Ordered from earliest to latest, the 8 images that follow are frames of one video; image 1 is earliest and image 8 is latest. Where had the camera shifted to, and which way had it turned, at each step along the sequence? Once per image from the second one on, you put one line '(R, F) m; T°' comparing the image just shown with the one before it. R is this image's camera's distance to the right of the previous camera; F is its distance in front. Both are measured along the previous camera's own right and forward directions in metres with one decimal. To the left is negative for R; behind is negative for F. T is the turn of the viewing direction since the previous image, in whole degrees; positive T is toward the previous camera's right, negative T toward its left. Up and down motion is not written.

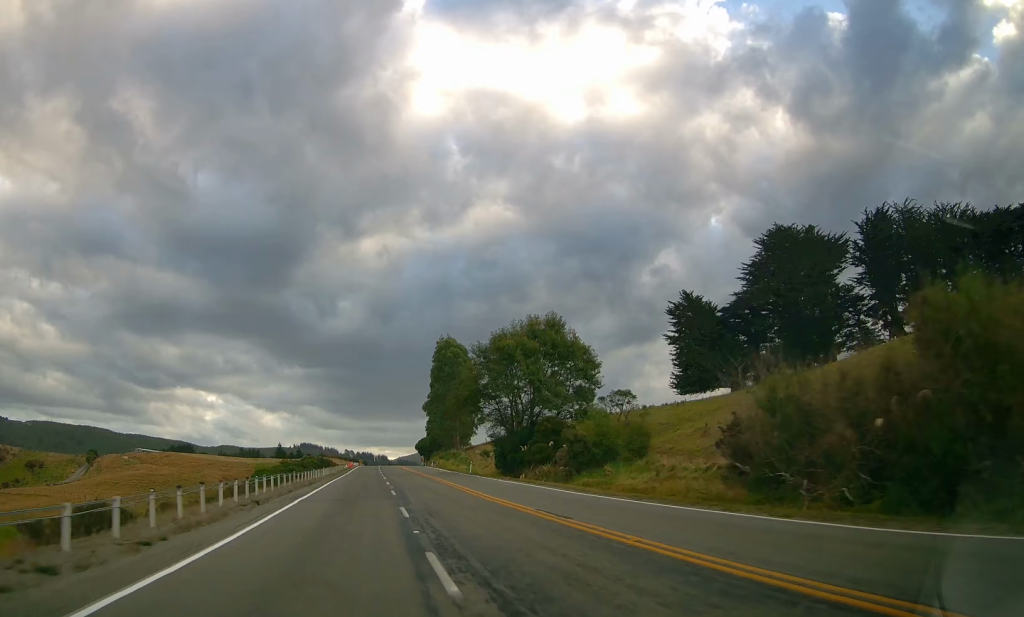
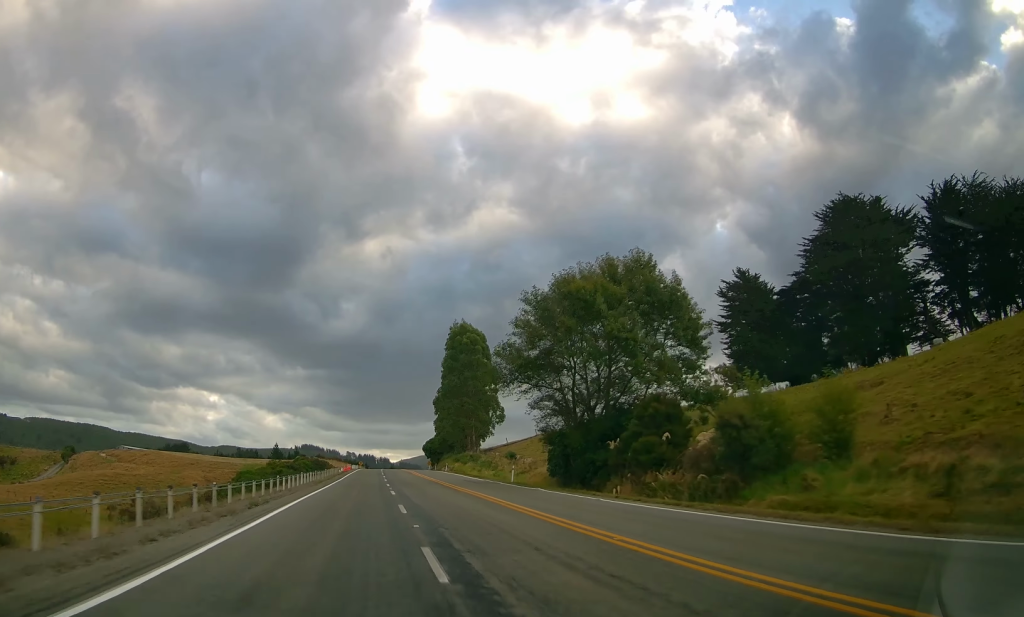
(+0.1, +19.0) m; -1°
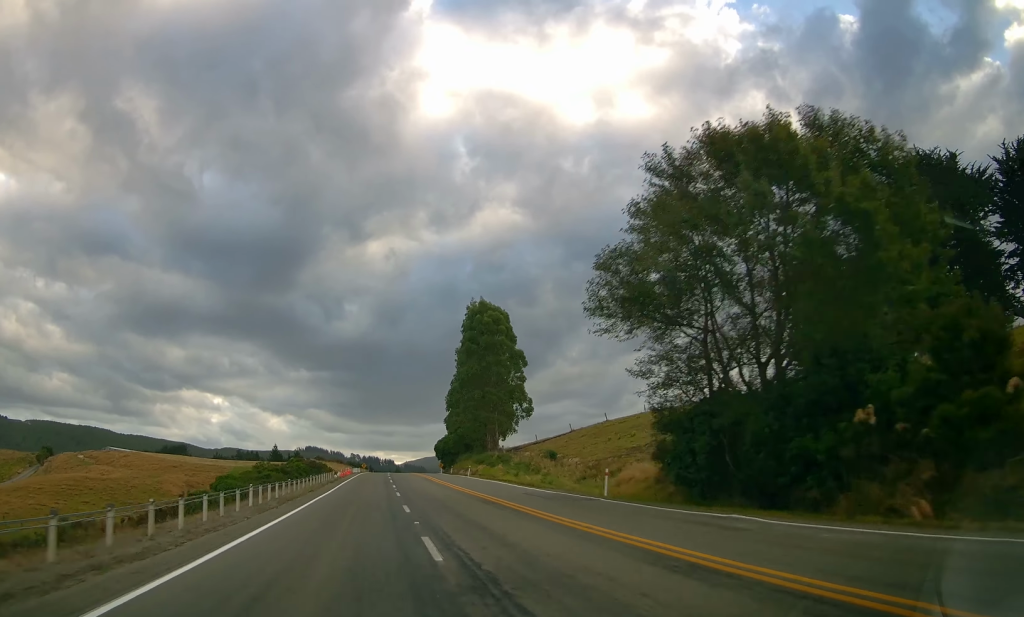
(-0.3, +17.9) m; -1°
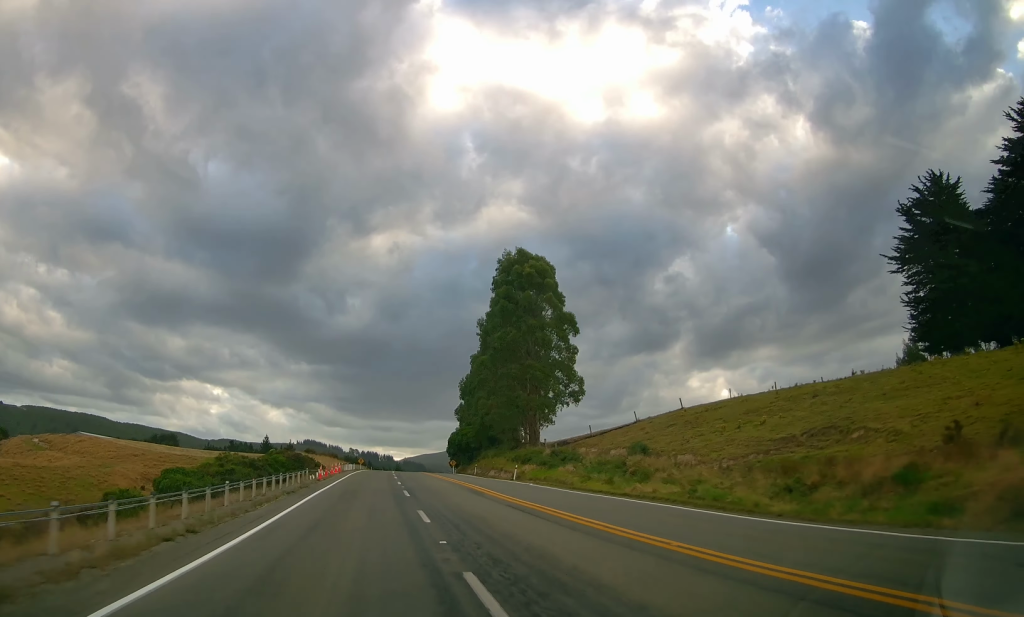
(-0.2, +24.1) m; -1°
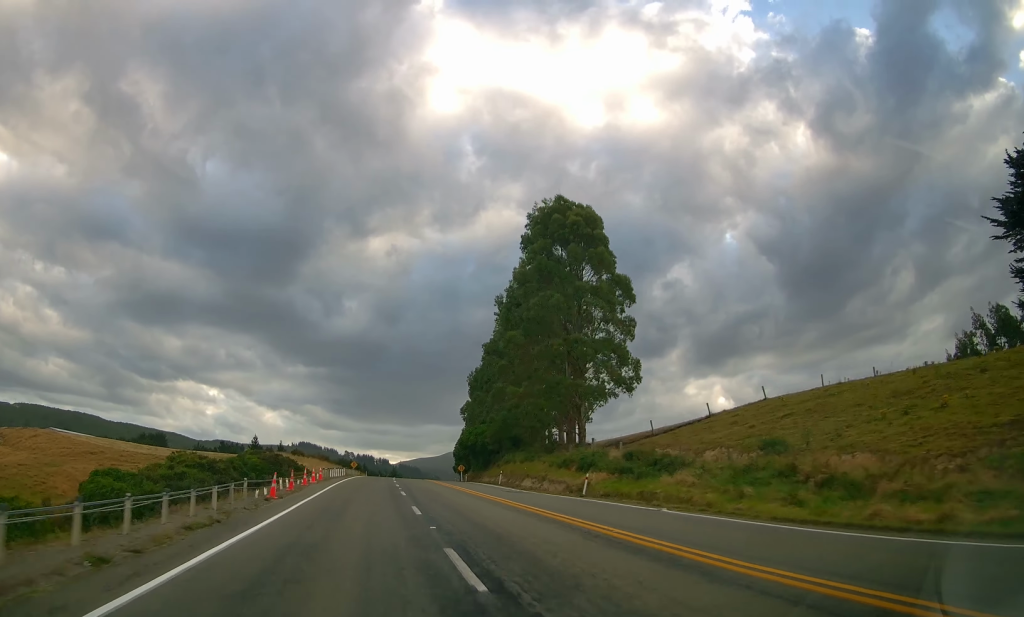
(0.0, +17.4) m; 0°
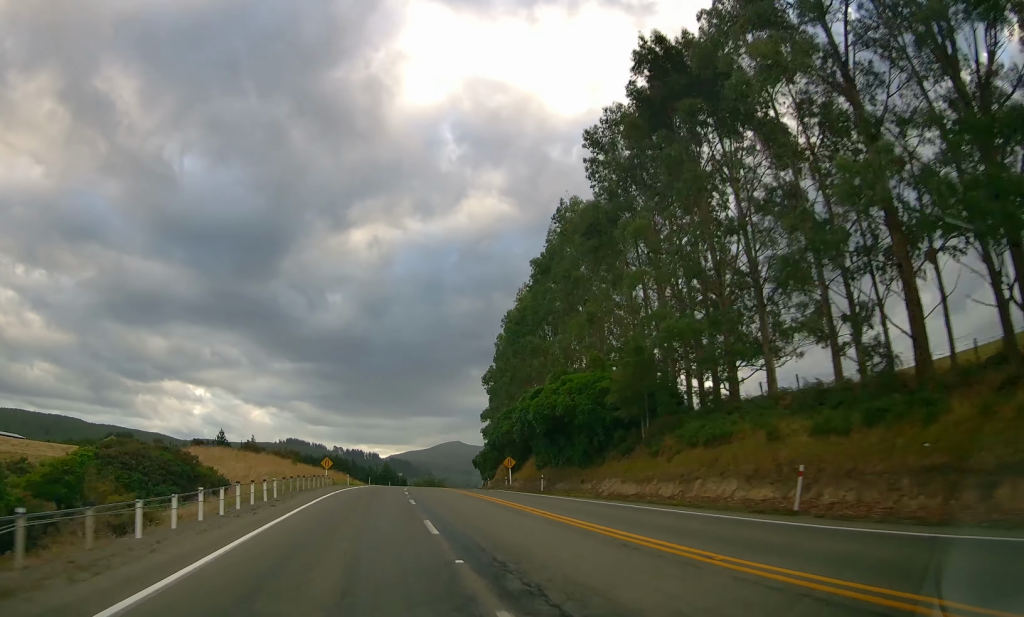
(+1.1, +43.0) m; +2°
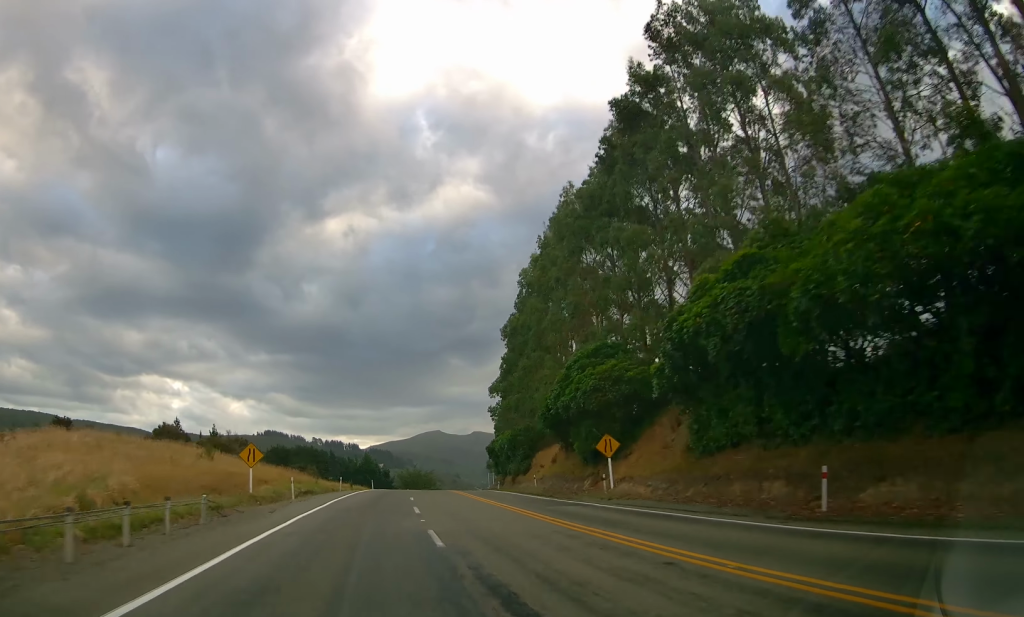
(-0.1, +30.4) m; 0°
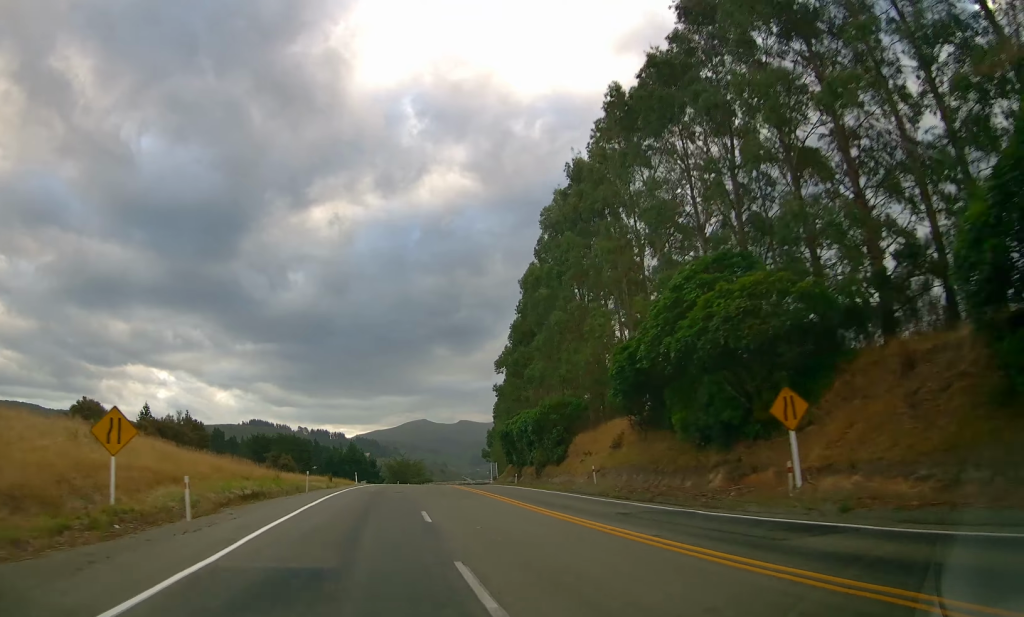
(+0.2, +15.6) m; +2°
